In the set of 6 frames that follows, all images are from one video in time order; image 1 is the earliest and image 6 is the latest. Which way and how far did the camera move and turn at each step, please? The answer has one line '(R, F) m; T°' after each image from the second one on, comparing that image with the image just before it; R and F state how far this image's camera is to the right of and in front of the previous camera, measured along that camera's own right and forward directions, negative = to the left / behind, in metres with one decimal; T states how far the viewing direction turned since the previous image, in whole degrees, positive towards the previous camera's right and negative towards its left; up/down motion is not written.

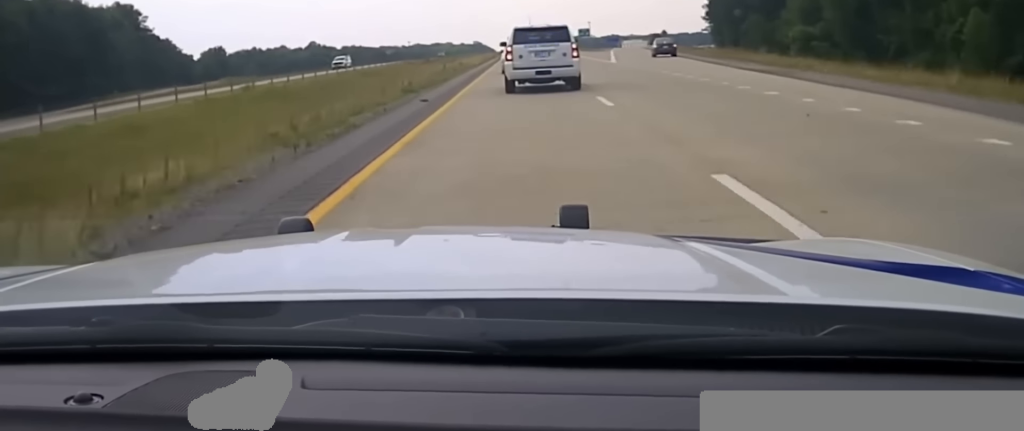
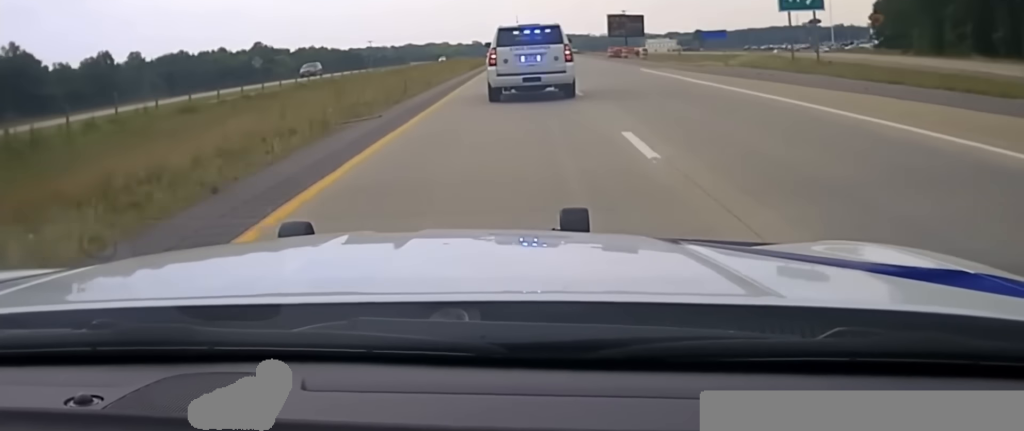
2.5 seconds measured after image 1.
(-0.4, +113.9) m; 0°
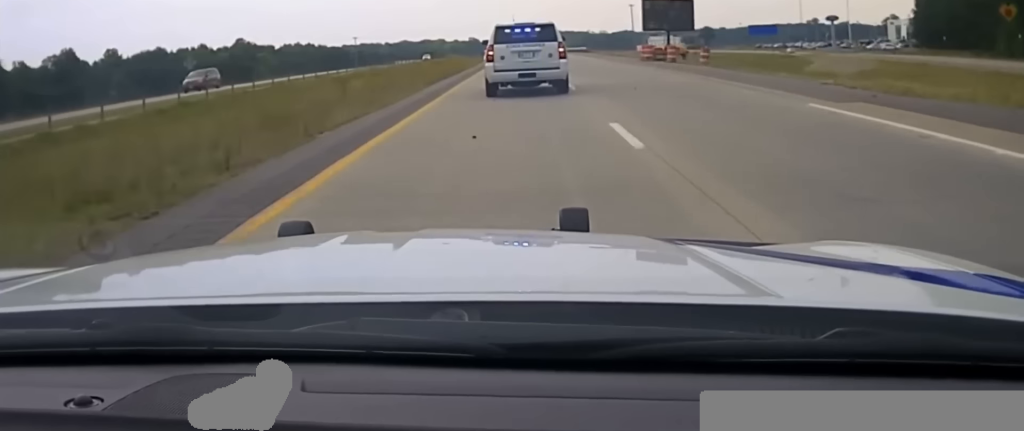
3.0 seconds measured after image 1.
(0.0, +21.8) m; 0°
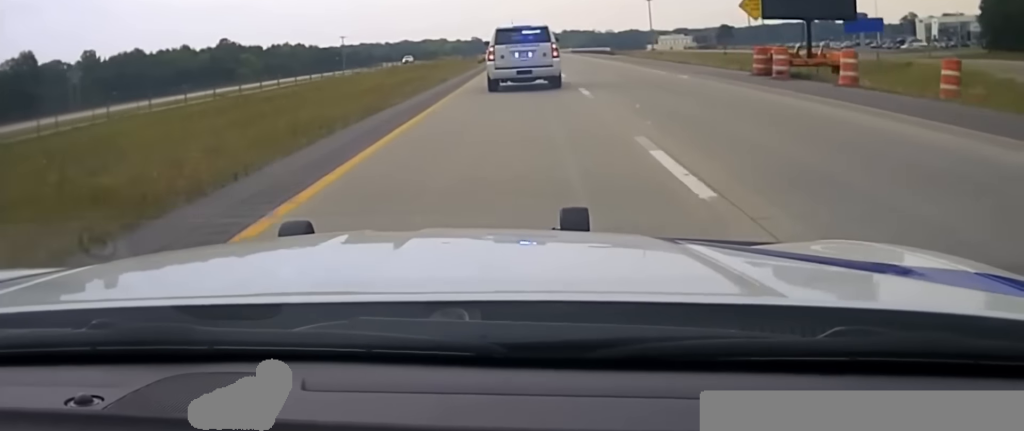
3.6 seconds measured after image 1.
(0.0, +25.0) m; 0°
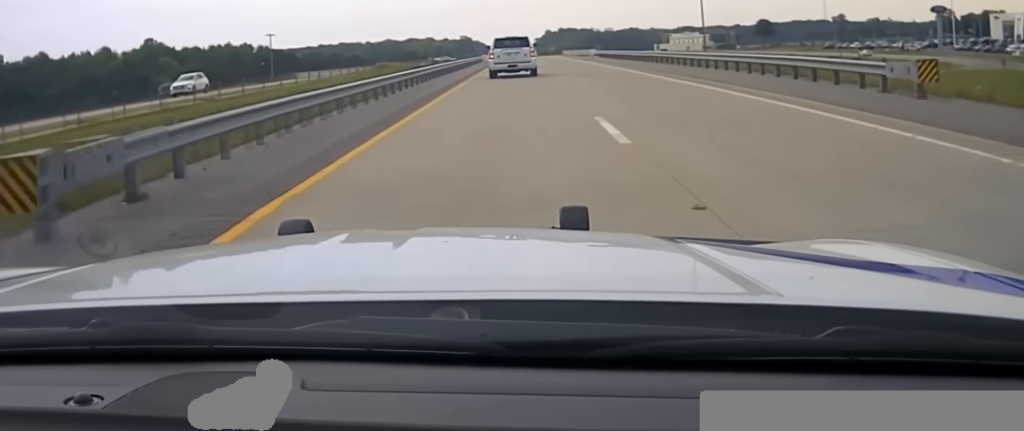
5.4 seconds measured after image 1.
(0.0, +65.0) m; 0°
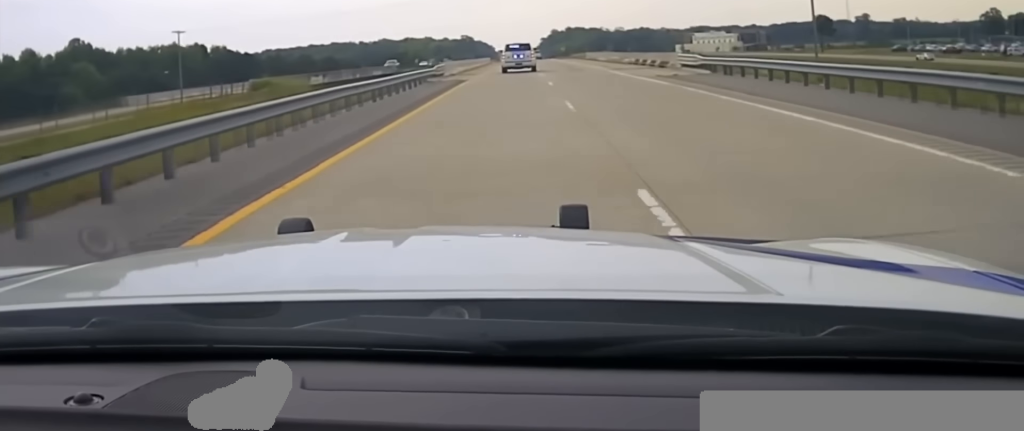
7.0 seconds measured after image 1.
(+0.1, +50.2) m; -1°
